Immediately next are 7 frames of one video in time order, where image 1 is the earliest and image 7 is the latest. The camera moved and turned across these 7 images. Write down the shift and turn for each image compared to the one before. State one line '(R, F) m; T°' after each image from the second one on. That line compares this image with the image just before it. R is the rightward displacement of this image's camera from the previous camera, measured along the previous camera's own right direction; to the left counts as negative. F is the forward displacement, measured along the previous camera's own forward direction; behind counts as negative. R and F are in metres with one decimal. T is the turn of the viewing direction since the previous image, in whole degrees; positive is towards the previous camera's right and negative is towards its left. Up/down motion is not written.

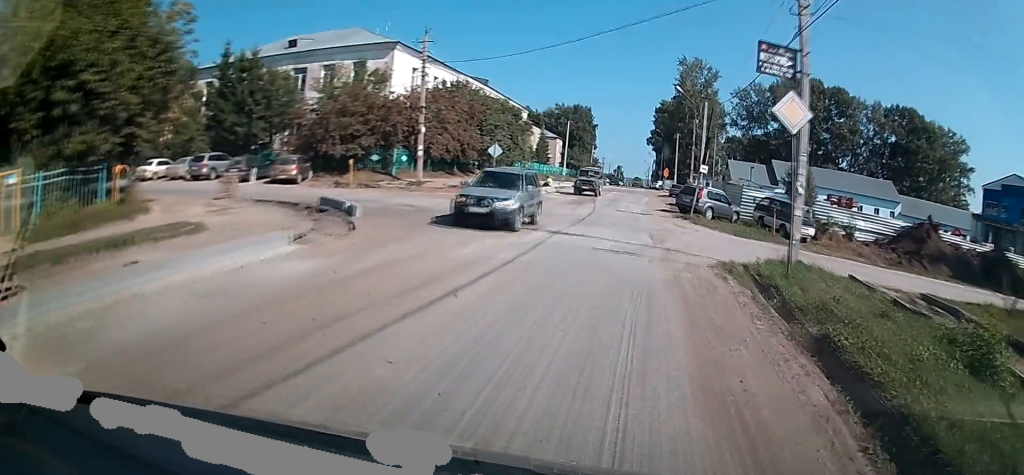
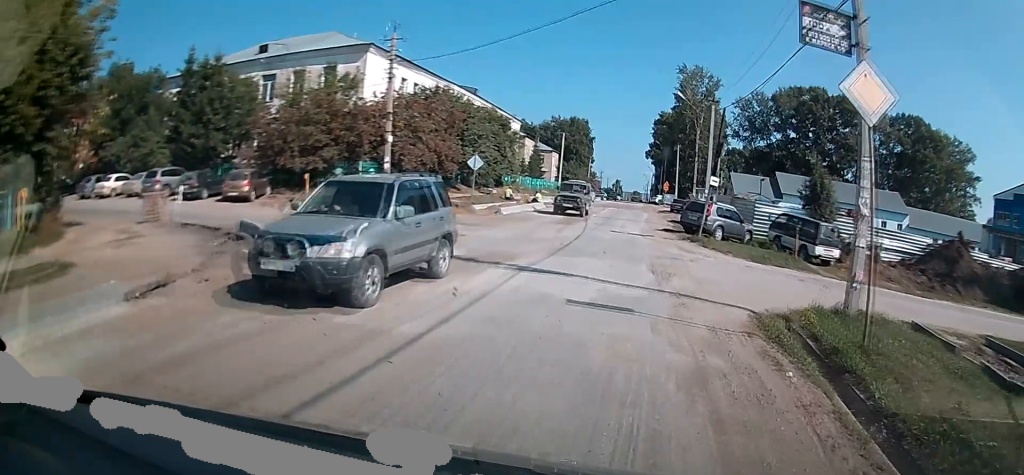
(0.0, +4.2) m; 0°
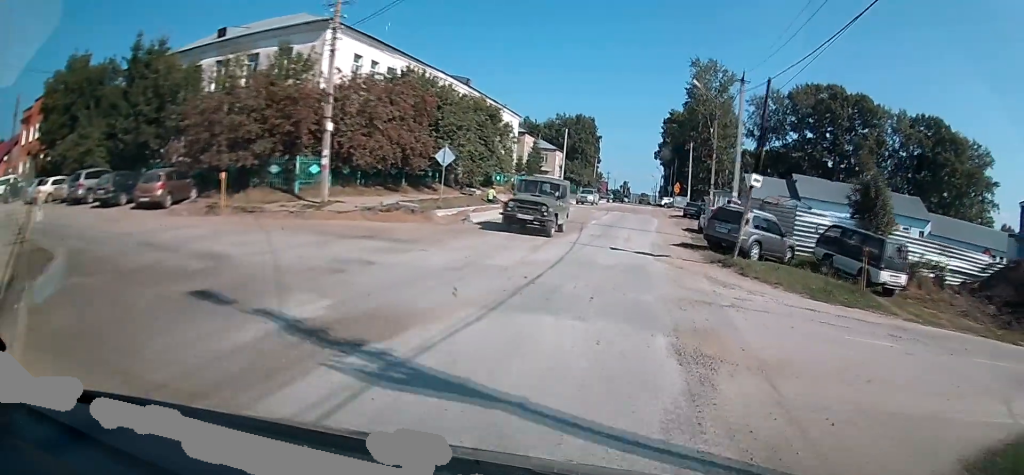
(0.0, +6.7) m; 0°
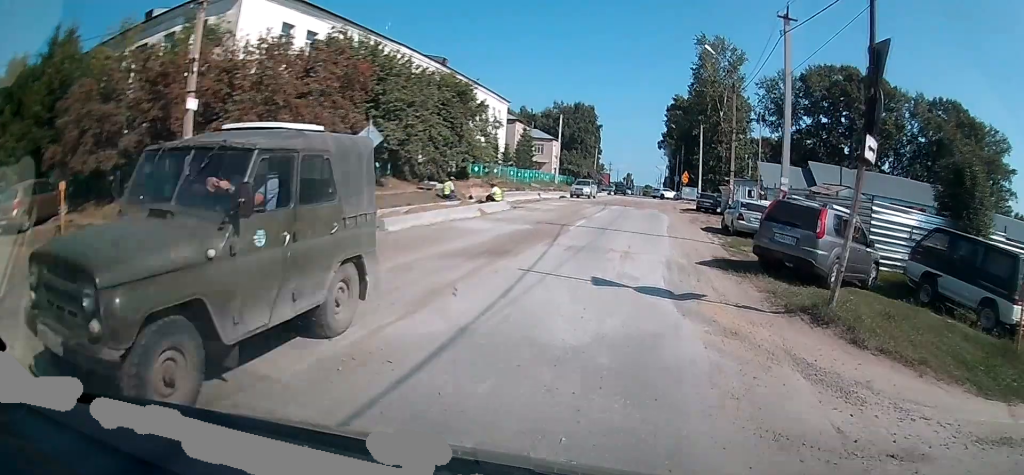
(-0.1, +8.4) m; -1°
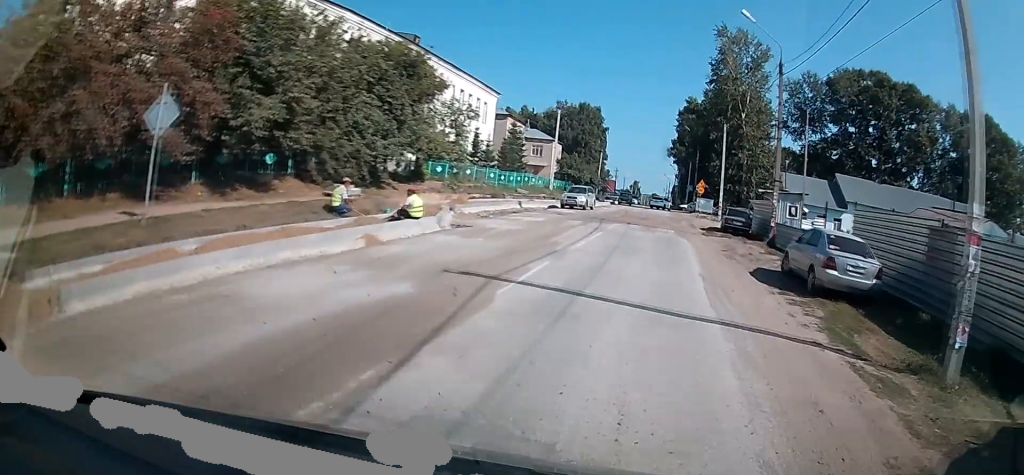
(0.0, +10.0) m; 0°
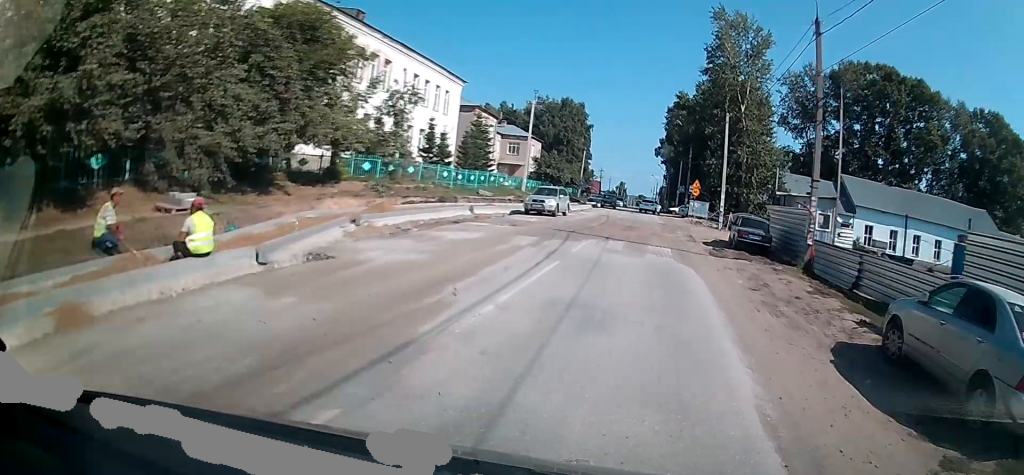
(+0.1, +7.7) m; +1°
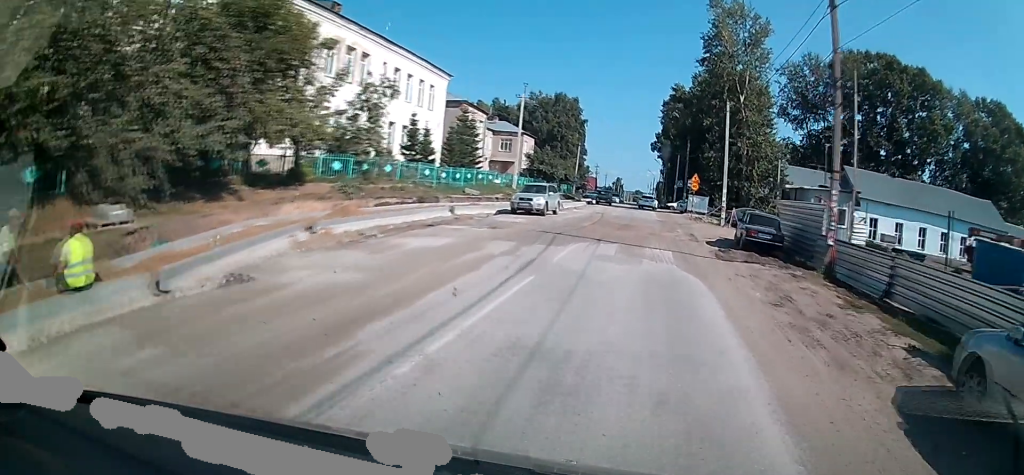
(0.0, +2.4) m; 0°
